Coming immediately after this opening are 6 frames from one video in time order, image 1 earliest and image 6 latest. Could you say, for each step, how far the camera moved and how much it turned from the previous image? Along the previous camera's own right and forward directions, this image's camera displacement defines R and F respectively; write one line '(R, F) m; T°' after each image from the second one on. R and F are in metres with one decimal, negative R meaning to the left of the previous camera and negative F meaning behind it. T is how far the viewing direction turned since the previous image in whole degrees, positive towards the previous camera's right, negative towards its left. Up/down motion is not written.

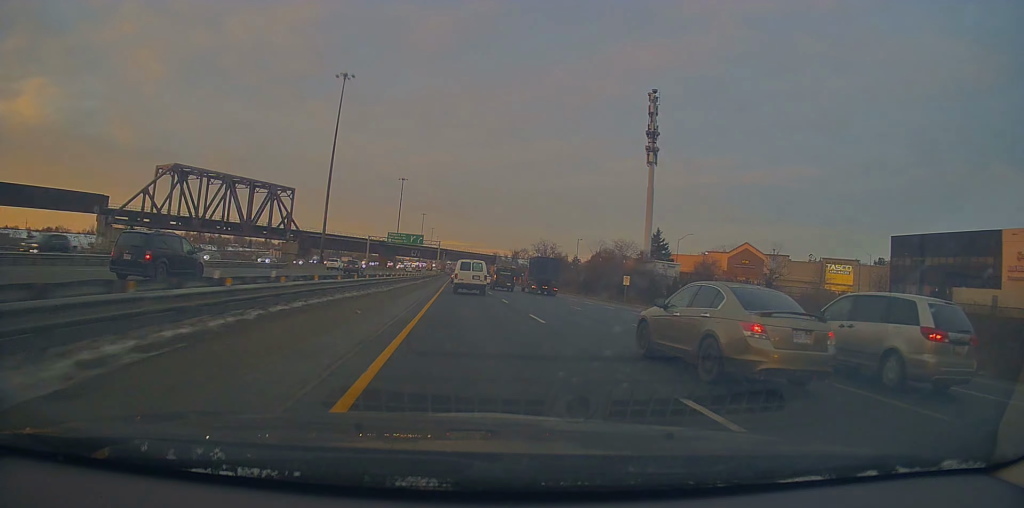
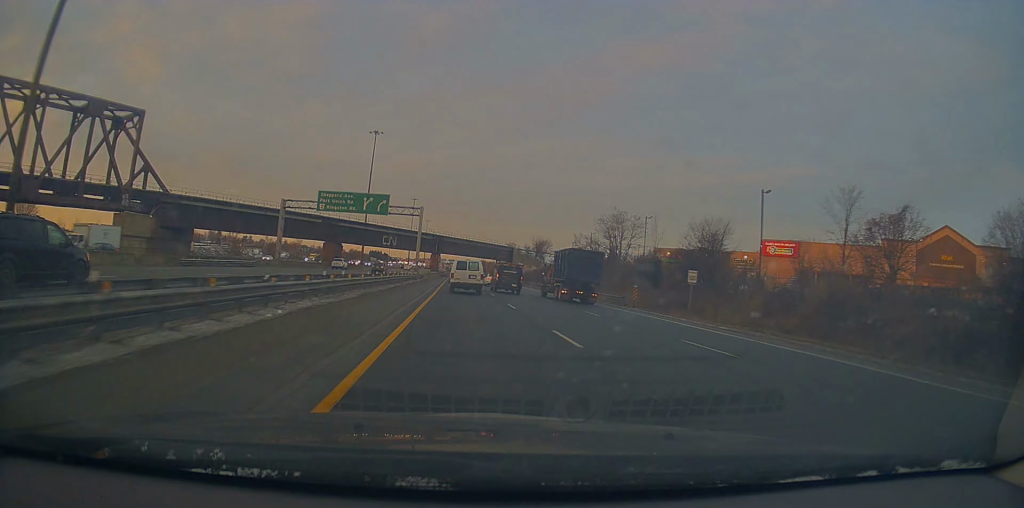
(-0.8, +76.0) m; 0°
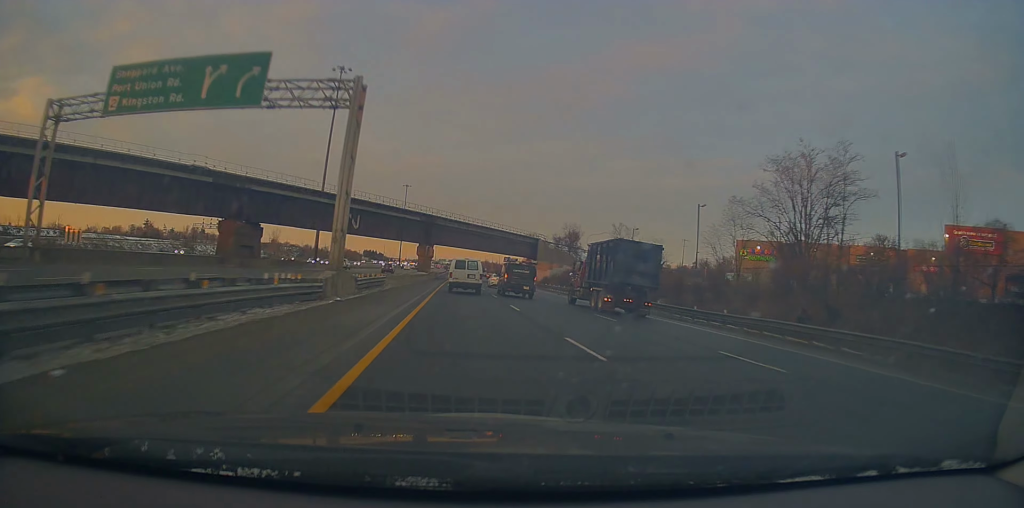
(-0.5, +49.3) m; 0°
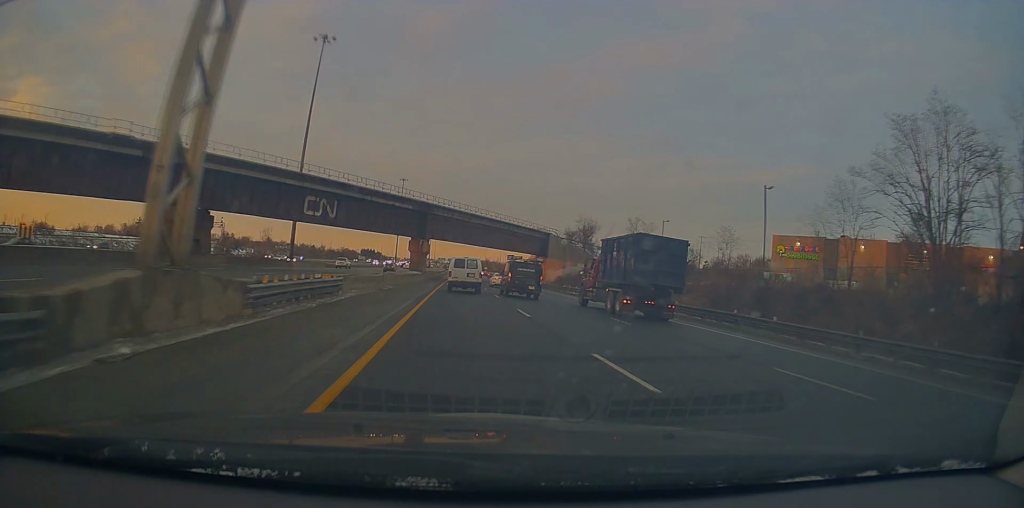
(+0.4, +14.5) m; 0°
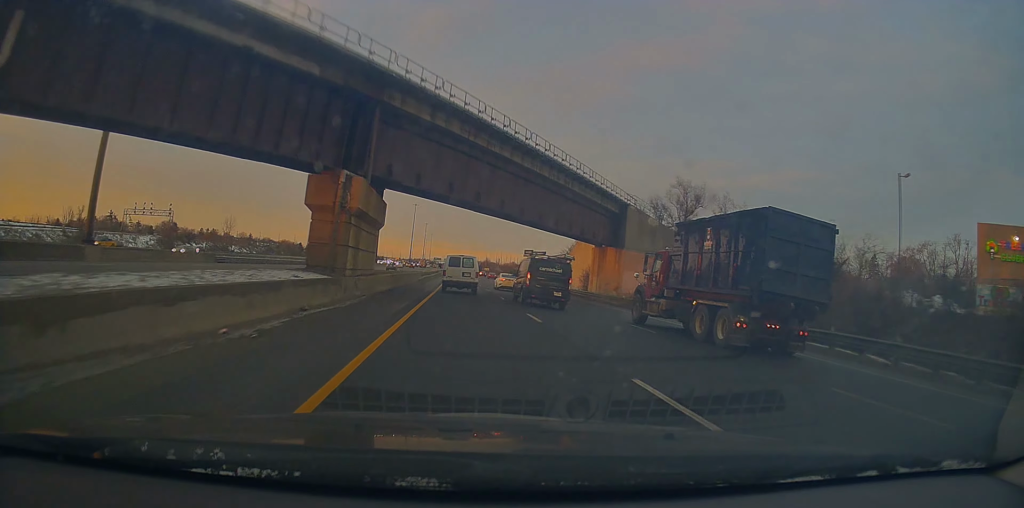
(-0.7, +49.7) m; 0°
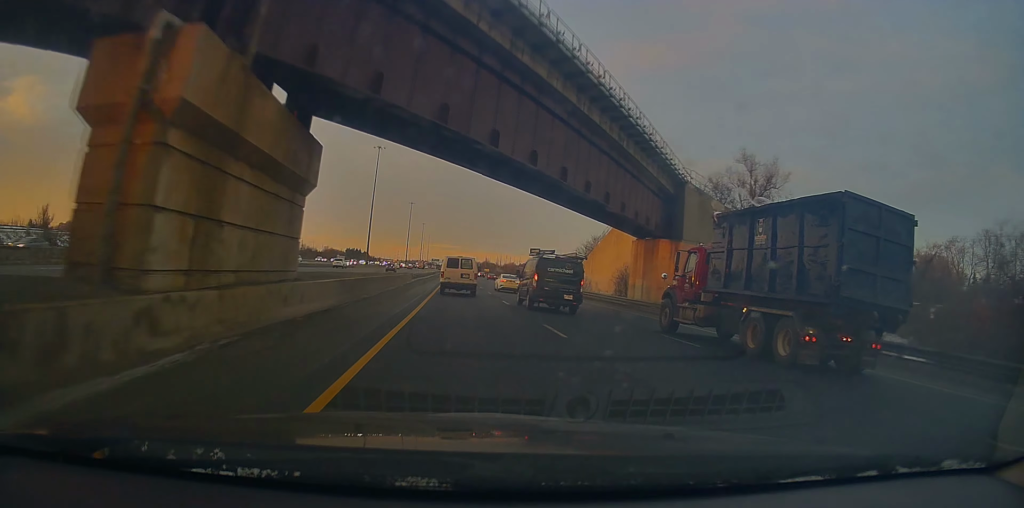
(+0.6, +15.4) m; 0°
